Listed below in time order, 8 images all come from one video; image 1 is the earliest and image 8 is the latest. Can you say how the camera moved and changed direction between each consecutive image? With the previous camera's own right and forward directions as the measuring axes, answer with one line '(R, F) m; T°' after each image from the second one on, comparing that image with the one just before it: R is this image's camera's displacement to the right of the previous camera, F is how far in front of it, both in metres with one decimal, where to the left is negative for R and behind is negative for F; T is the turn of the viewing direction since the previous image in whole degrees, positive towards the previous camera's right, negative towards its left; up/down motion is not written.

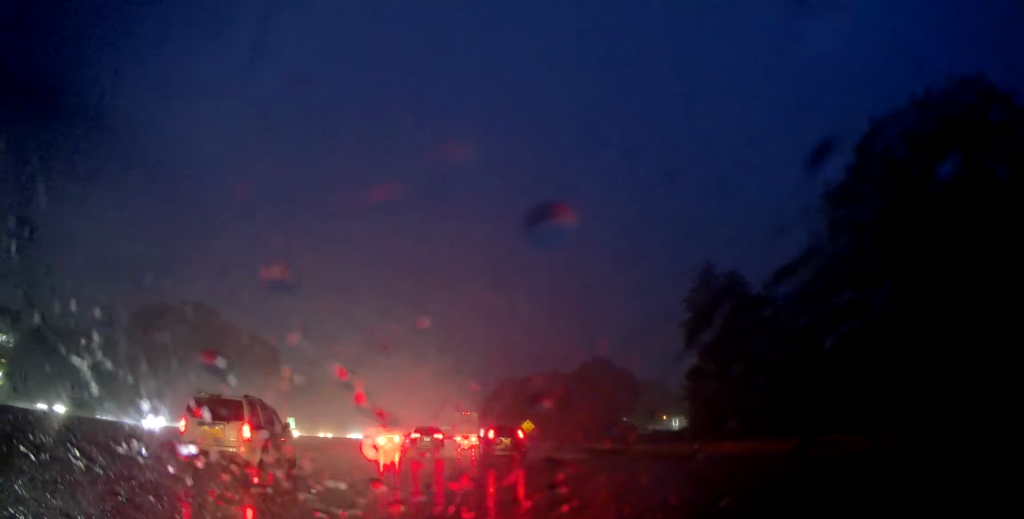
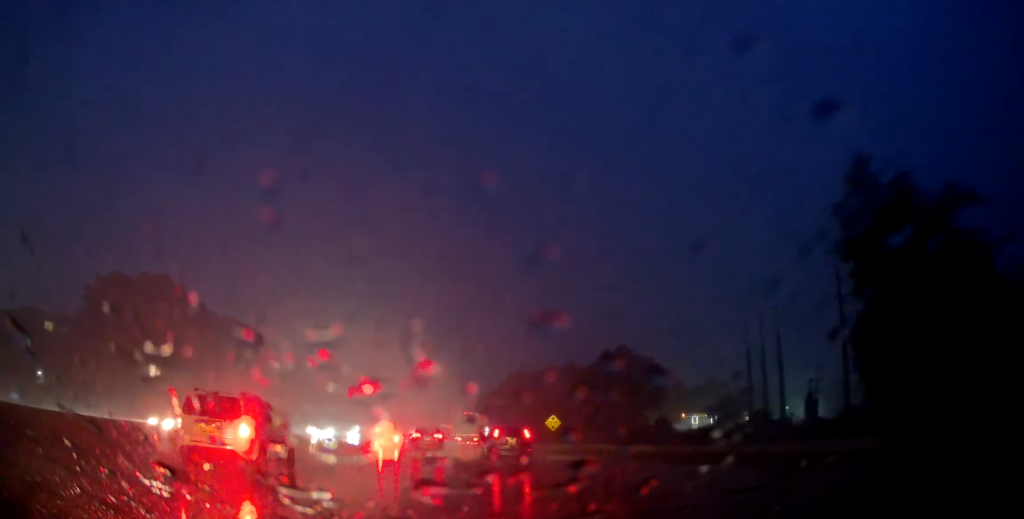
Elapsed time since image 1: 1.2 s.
(-0.3, +16.4) m; -3°
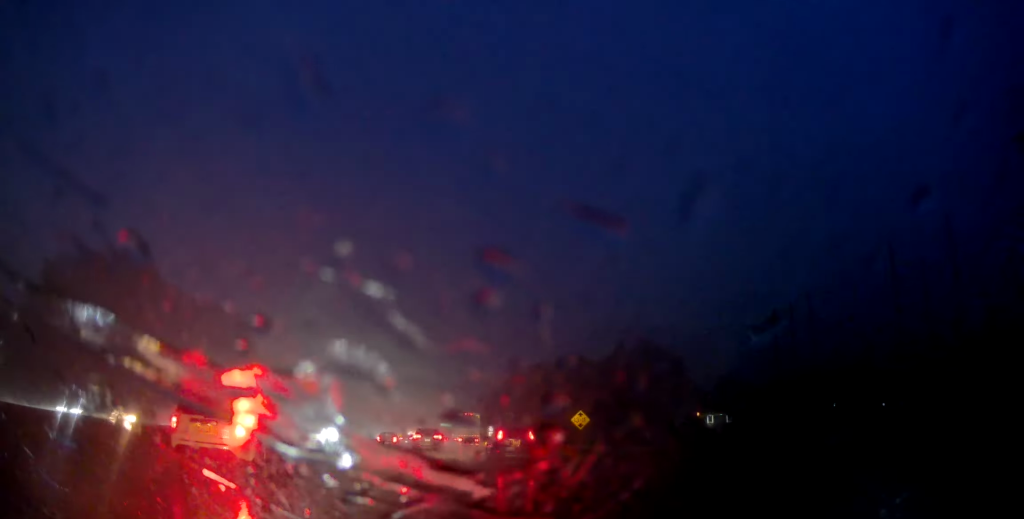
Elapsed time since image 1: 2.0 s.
(-0.2, +11.4) m; -1°
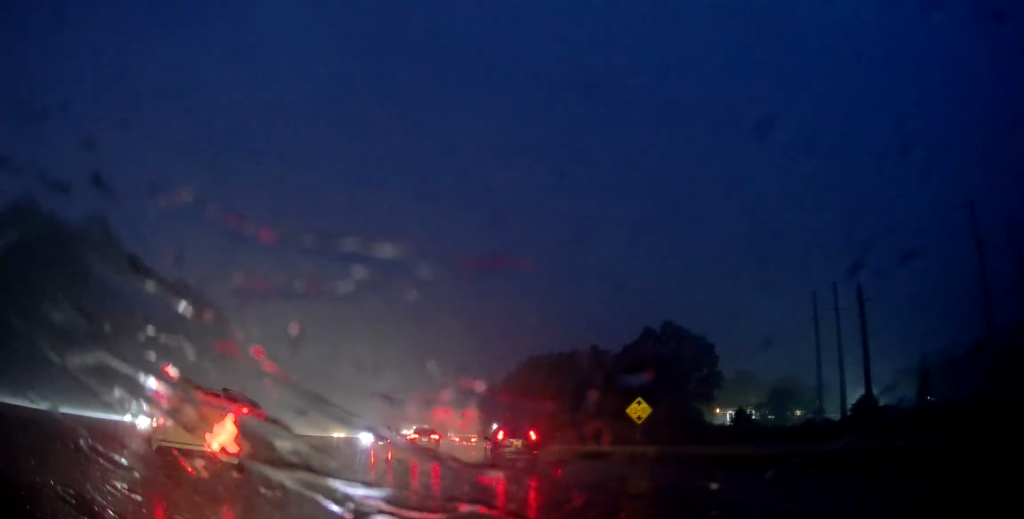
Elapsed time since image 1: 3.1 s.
(+0.2, +14.8) m; +1°
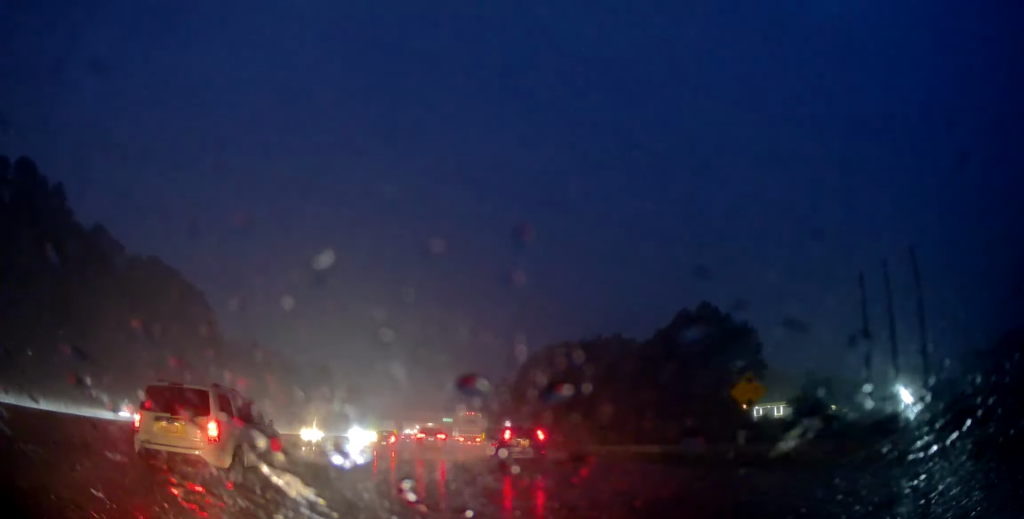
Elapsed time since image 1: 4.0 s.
(+0.2, +12.2) m; -1°
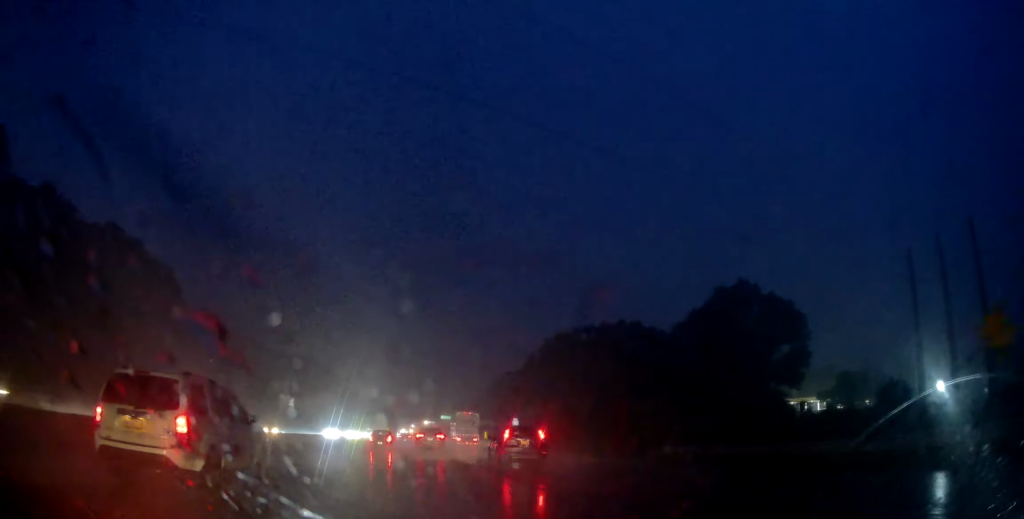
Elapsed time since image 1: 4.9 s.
(-0.3, +12.6) m; -1°
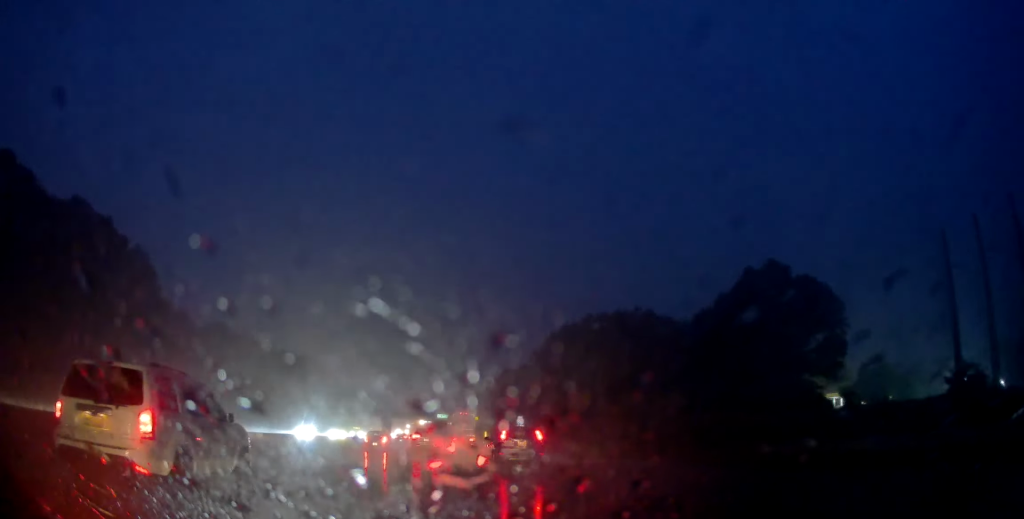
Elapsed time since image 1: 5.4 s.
(0.0, +7.9) m; +1°
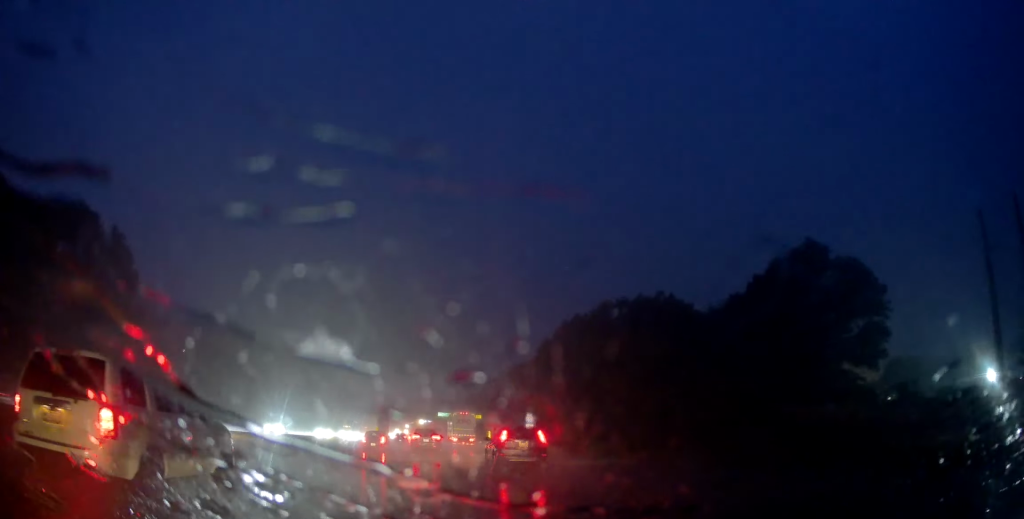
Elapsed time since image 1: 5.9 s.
(+0.1, +7.1) m; 0°
